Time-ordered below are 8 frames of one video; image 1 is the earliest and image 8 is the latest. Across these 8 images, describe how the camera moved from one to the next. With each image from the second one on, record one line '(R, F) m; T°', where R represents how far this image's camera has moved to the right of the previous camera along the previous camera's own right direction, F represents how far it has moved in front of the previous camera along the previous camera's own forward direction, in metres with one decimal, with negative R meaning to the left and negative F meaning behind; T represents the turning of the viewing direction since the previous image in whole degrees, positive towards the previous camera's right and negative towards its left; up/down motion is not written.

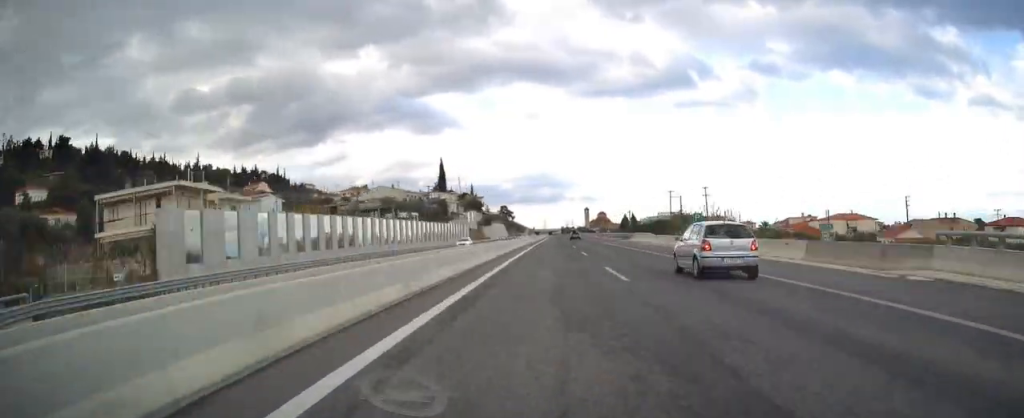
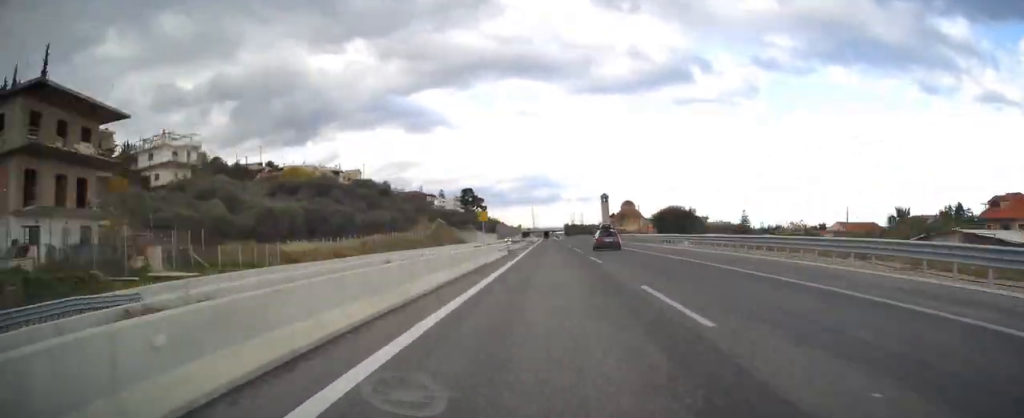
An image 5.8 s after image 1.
(+0.8, +259.5) m; +1°
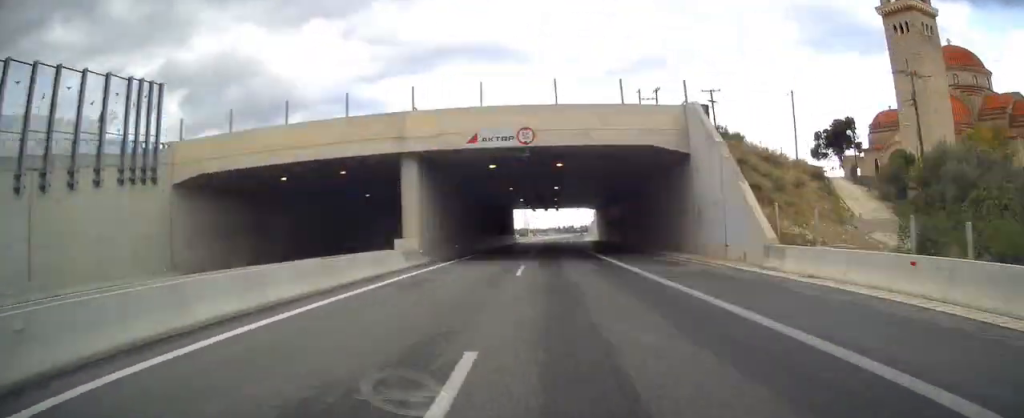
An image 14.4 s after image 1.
(+6.6, +385.6) m; +3°
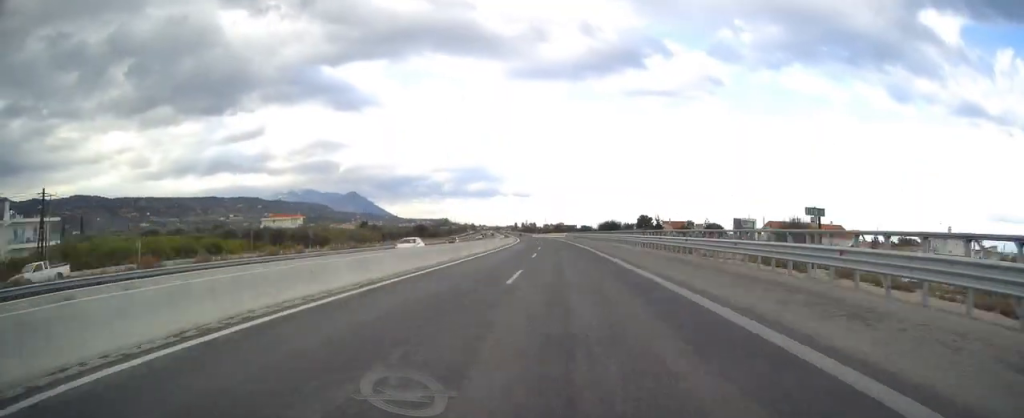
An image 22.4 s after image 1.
(+9.5, +364.3) m; 0°
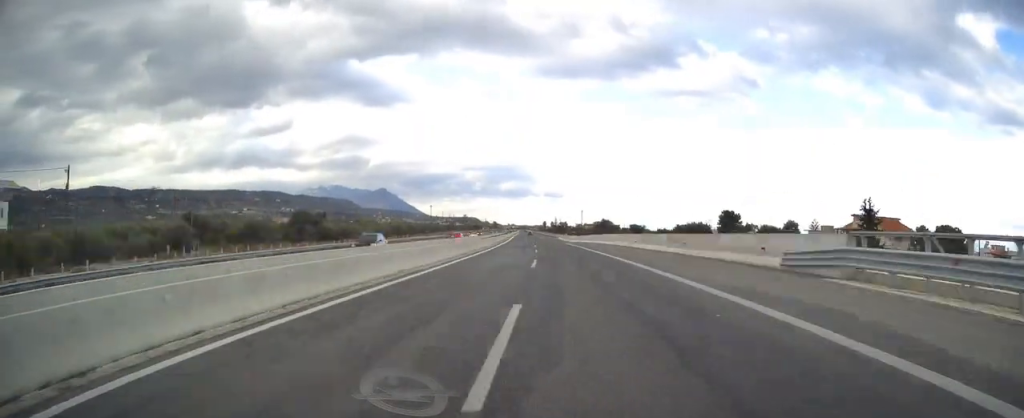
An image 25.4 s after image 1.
(-4.1, +136.3) m; -2°
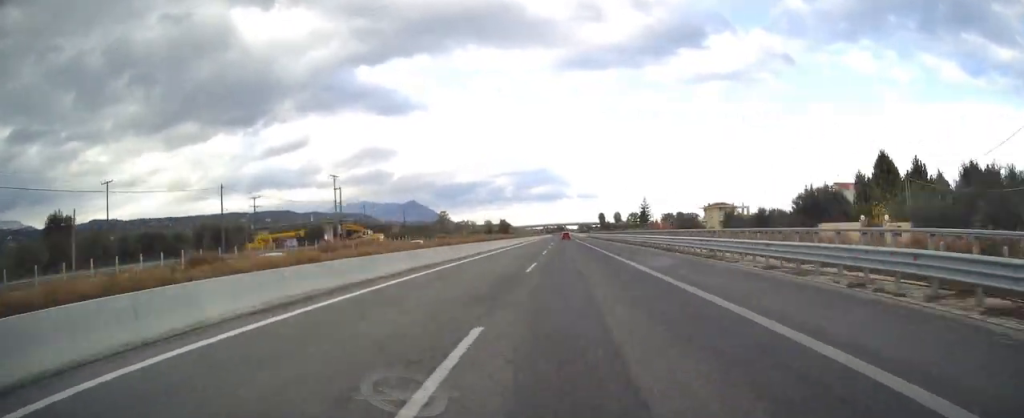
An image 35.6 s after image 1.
(-14.3, +468.8) m; -3°
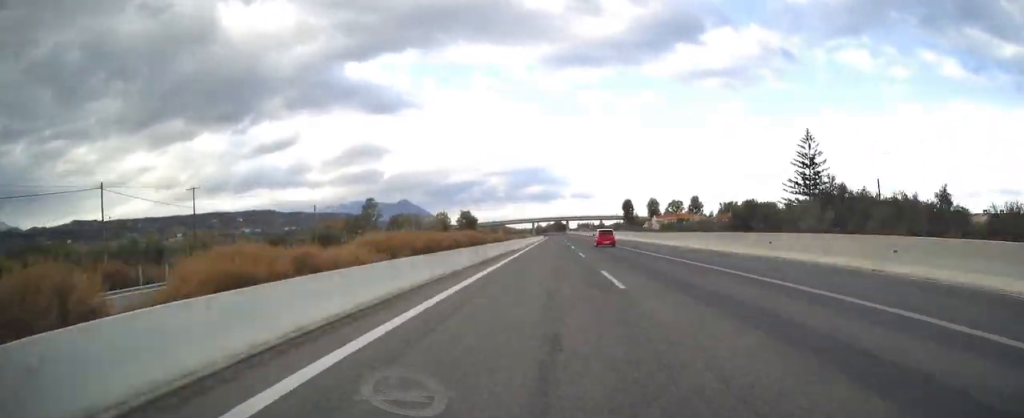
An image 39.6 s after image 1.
(+1.3, +188.0) m; -1°
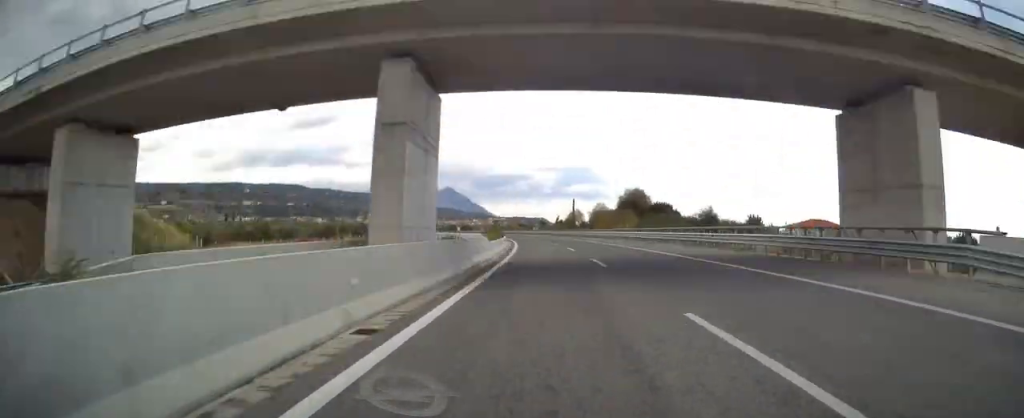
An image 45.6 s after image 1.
(-6.7, +279.1) m; -8°
